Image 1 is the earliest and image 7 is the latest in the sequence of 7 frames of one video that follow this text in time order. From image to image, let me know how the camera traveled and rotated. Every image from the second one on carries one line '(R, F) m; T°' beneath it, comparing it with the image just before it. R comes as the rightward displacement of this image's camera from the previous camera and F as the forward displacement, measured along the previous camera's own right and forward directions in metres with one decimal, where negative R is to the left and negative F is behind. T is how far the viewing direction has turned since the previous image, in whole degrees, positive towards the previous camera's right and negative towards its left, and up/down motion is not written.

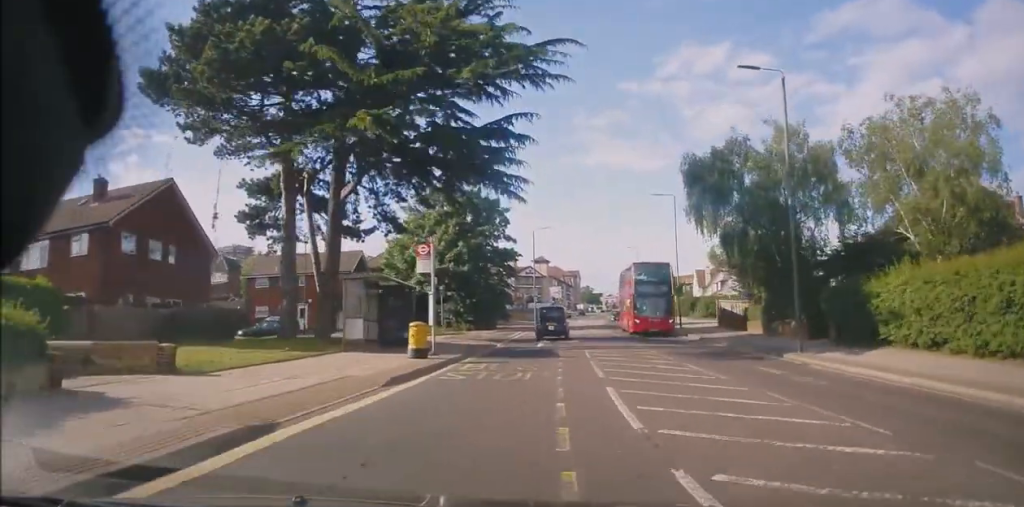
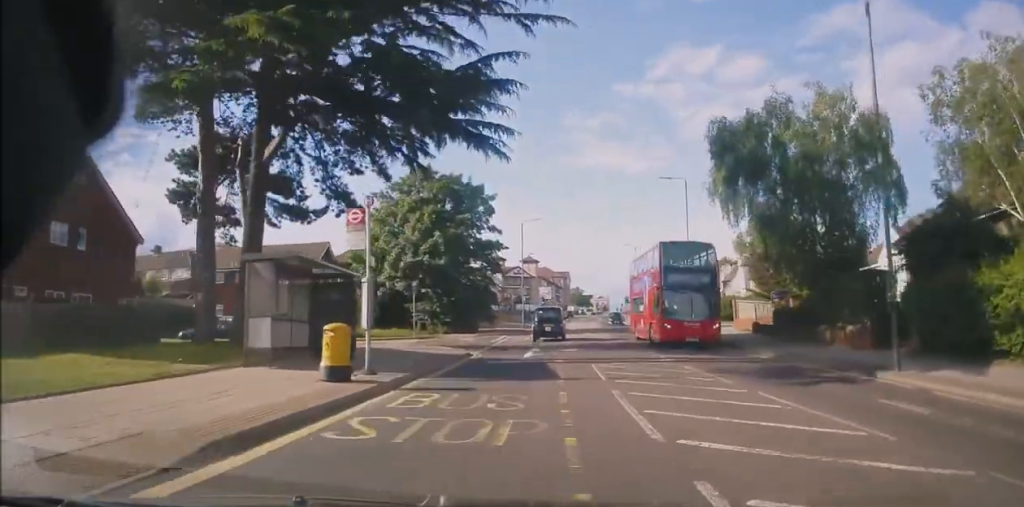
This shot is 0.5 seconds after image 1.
(+0.1, +6.7) m; +1°
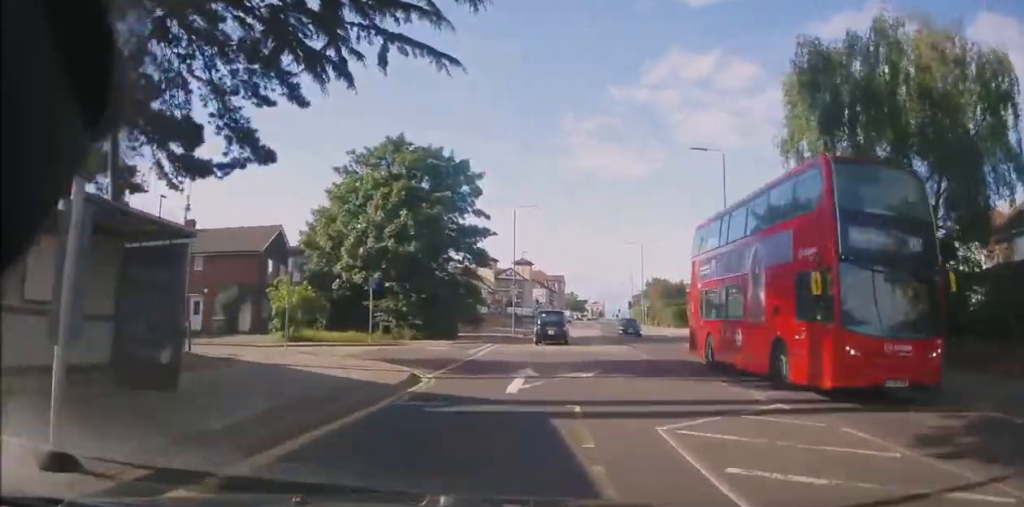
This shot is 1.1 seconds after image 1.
(+0.1, +9.2) m; +1°
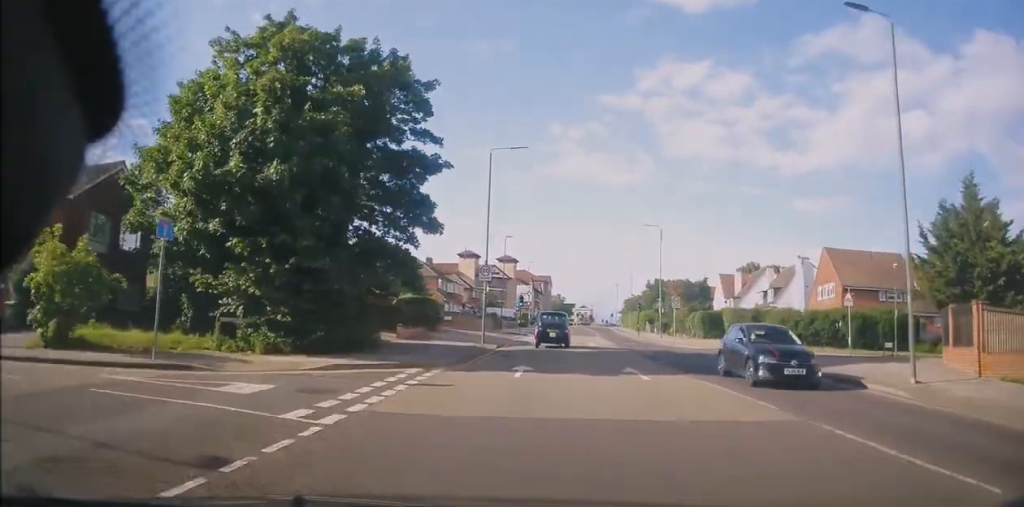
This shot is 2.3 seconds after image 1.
(+0.2, +17.3) m; +3°
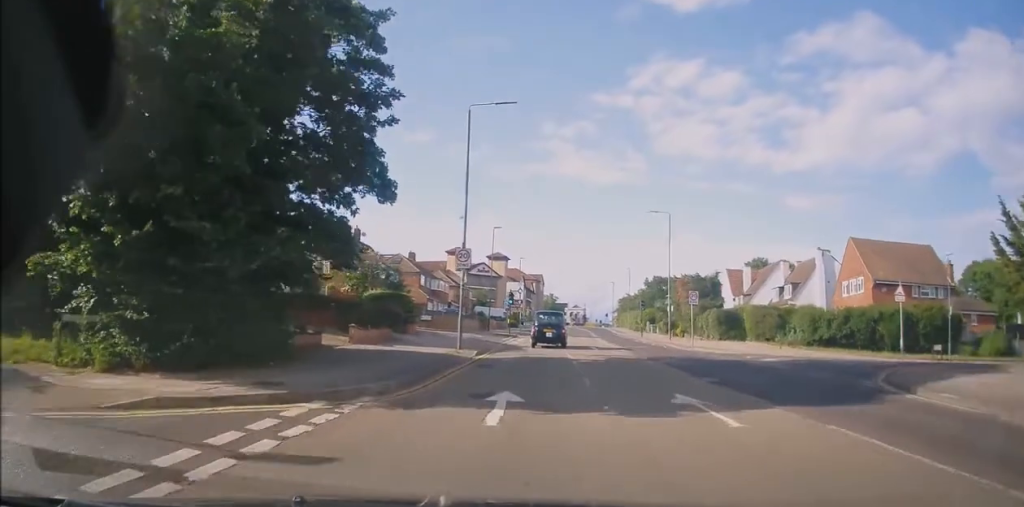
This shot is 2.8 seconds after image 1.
(+0.3, +6.6) m; +1°
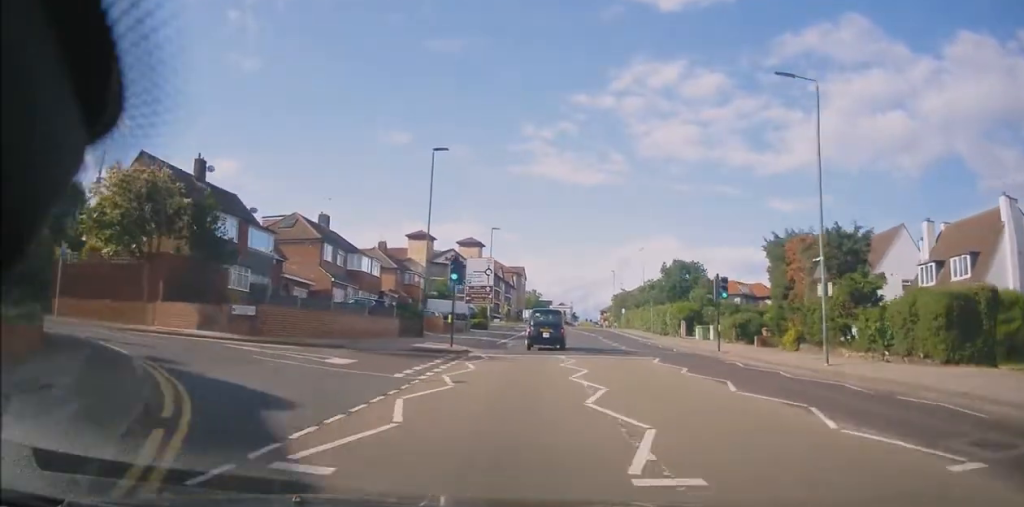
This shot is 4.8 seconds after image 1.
(+0.4, +28.5) m; +1°
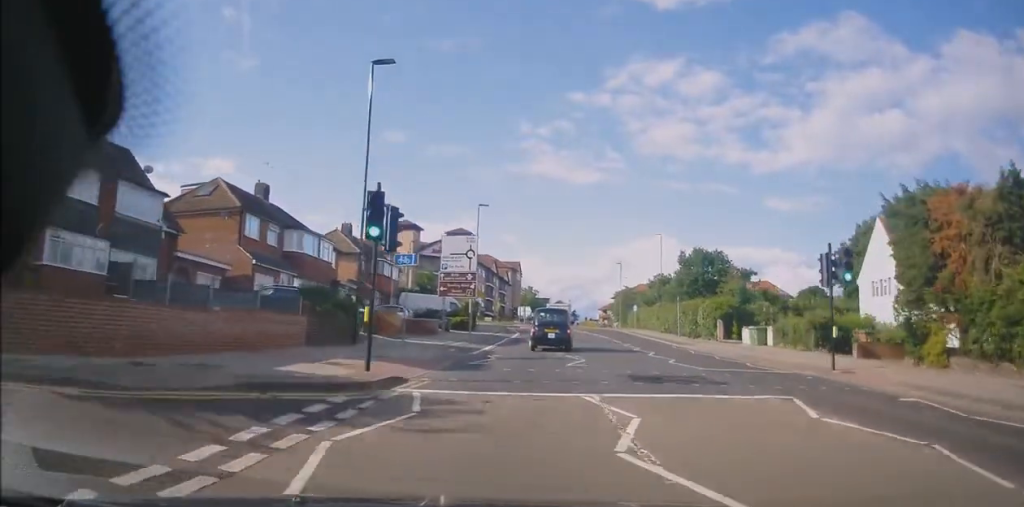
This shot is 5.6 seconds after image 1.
(0.0, +12.3) m; 0°
